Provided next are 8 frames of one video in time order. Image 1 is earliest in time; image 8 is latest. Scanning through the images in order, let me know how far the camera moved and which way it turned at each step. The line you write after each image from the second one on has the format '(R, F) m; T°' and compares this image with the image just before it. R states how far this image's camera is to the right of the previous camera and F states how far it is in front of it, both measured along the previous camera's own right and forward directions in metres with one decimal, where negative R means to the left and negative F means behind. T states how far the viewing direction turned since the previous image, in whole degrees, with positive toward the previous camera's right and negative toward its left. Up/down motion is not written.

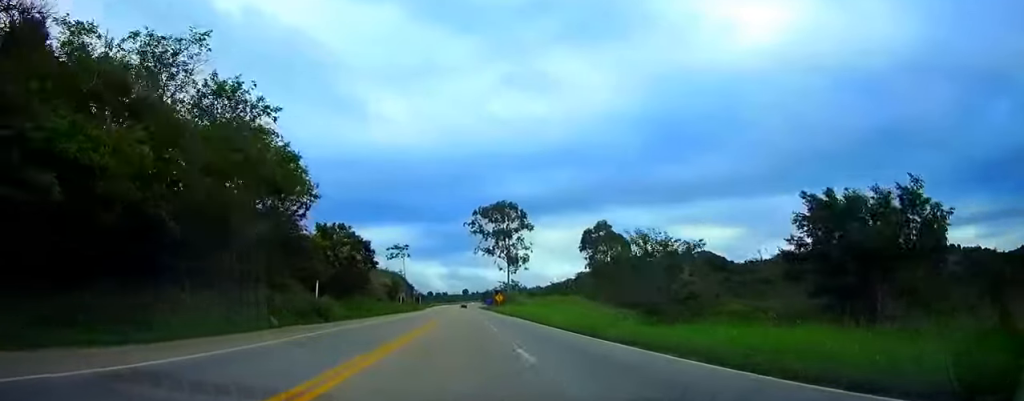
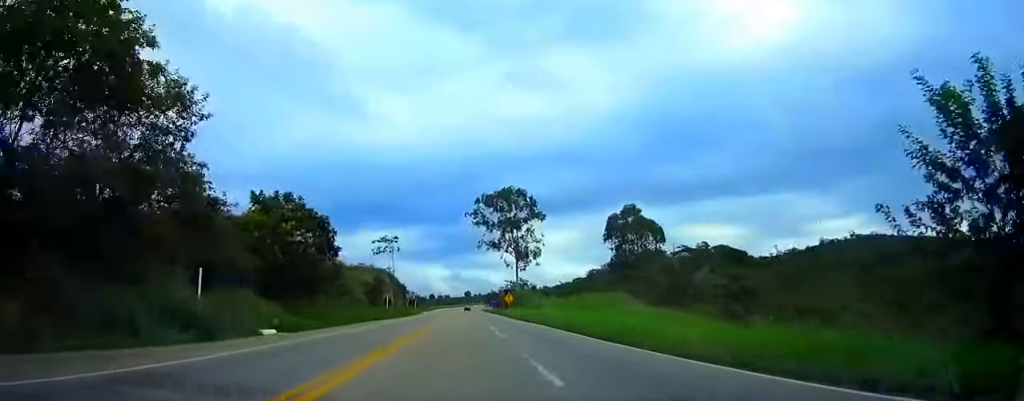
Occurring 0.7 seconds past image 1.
(-0.1, +20.8) m; 0°
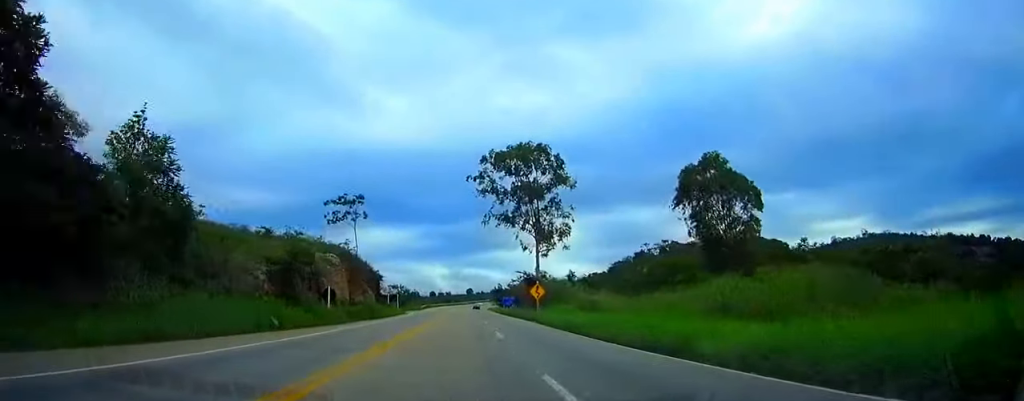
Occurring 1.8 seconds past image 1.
(-0.2, +35.3) m; 0°
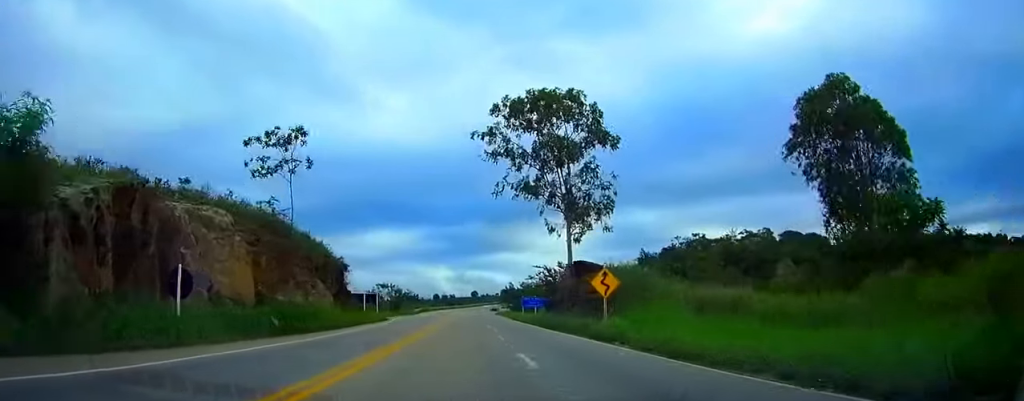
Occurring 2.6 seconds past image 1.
(-0.1, +26.1) m; 0°
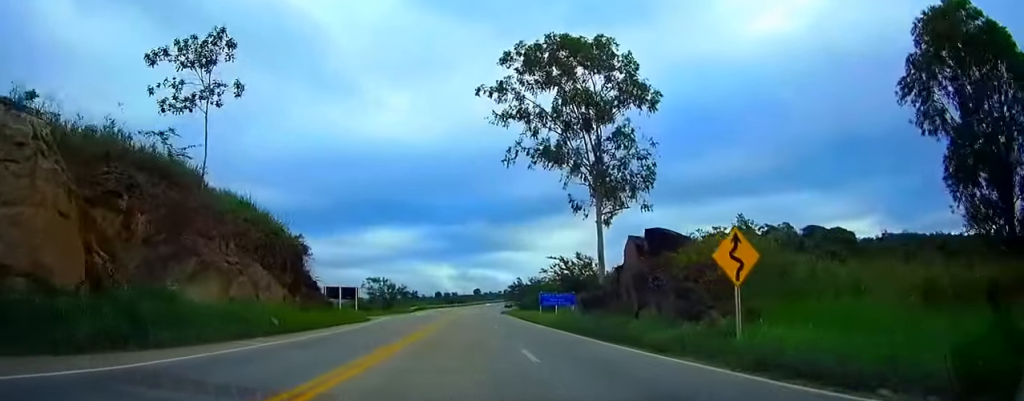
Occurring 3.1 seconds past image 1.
(0.0, +14.6) m; 0°
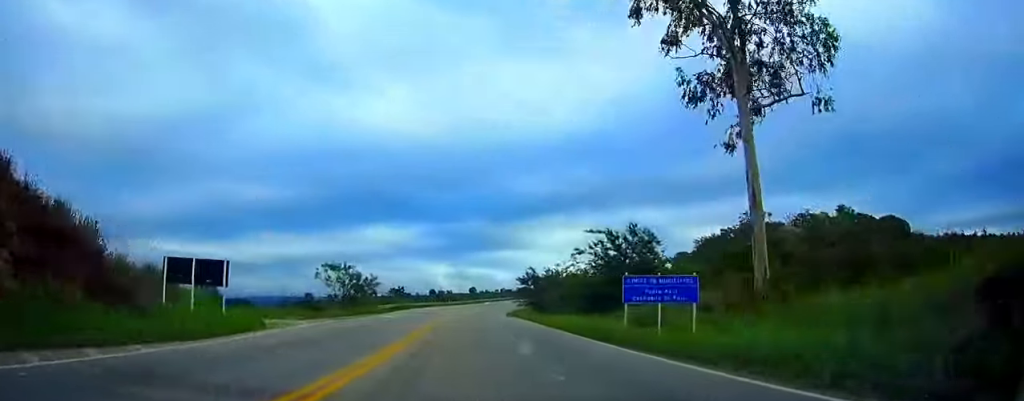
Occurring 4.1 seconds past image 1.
(-0.2, +30.5) m; 0°
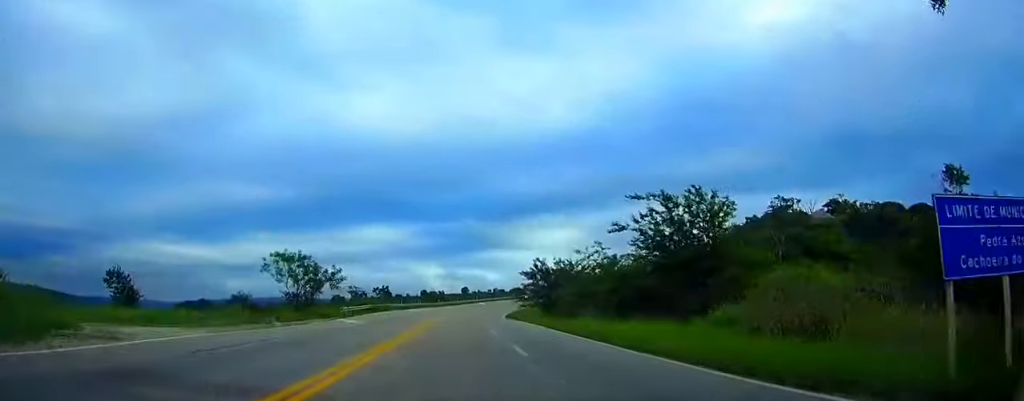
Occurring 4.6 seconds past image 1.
(+0.1, +17.9) m; +1°
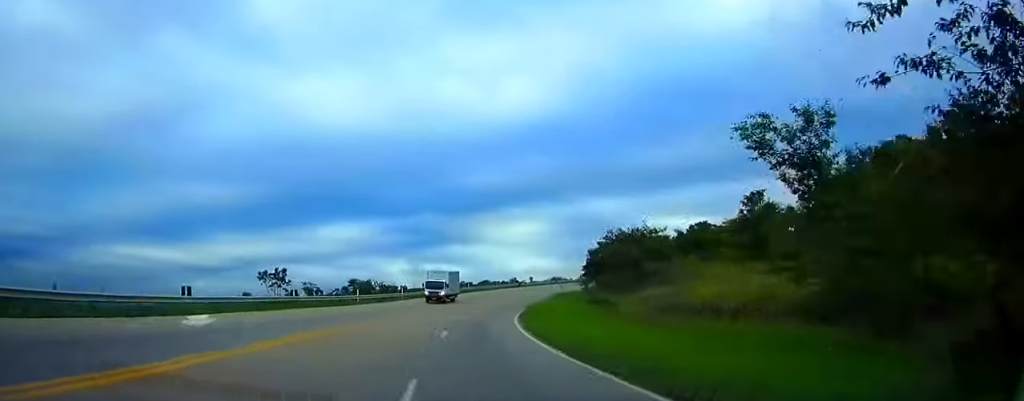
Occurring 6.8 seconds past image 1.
(+1.6, +68.8) m; +3°
